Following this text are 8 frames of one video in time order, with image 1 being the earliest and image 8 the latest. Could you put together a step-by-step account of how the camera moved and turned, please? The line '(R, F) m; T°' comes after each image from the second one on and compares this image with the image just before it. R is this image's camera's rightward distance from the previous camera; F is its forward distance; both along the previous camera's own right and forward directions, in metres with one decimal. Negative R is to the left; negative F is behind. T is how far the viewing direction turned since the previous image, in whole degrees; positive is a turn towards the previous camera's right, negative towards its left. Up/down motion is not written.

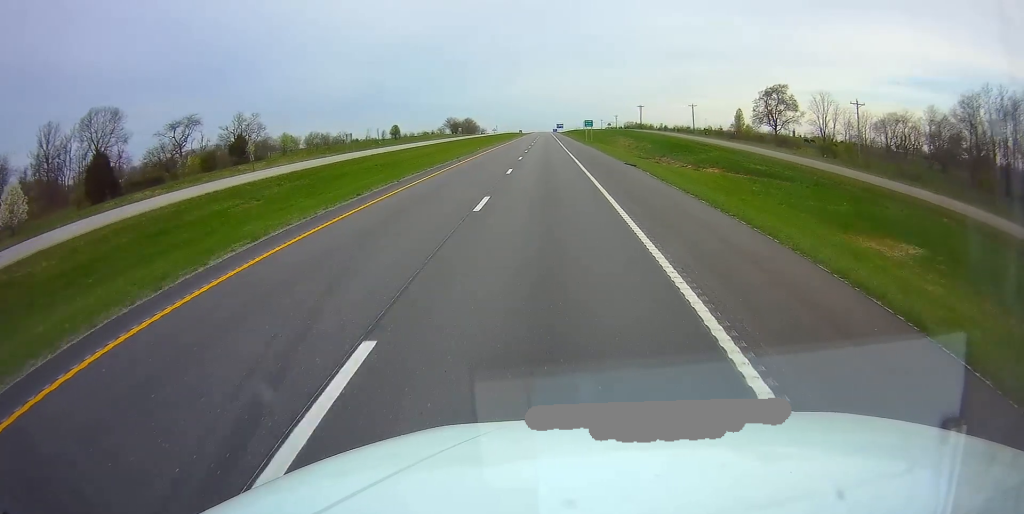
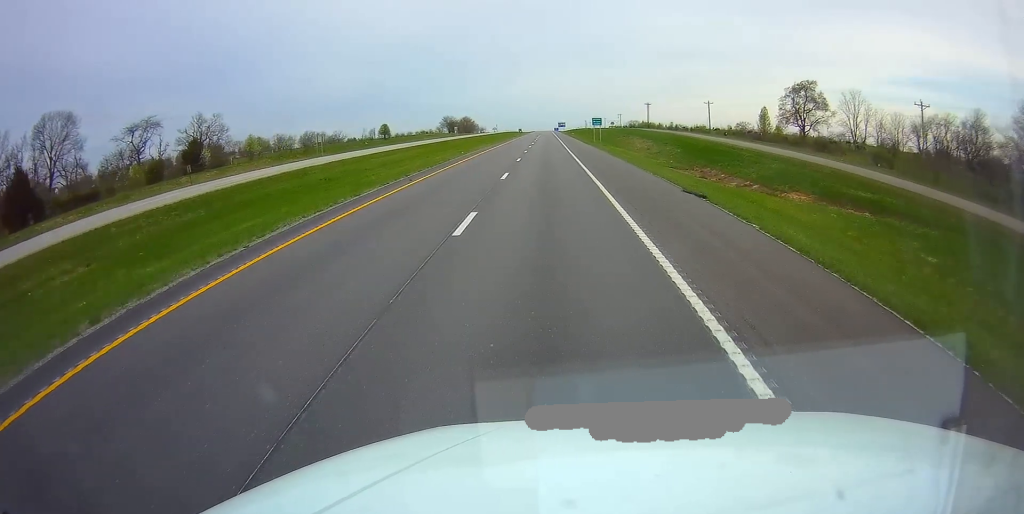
(-0.1, +15.4) m; 0°
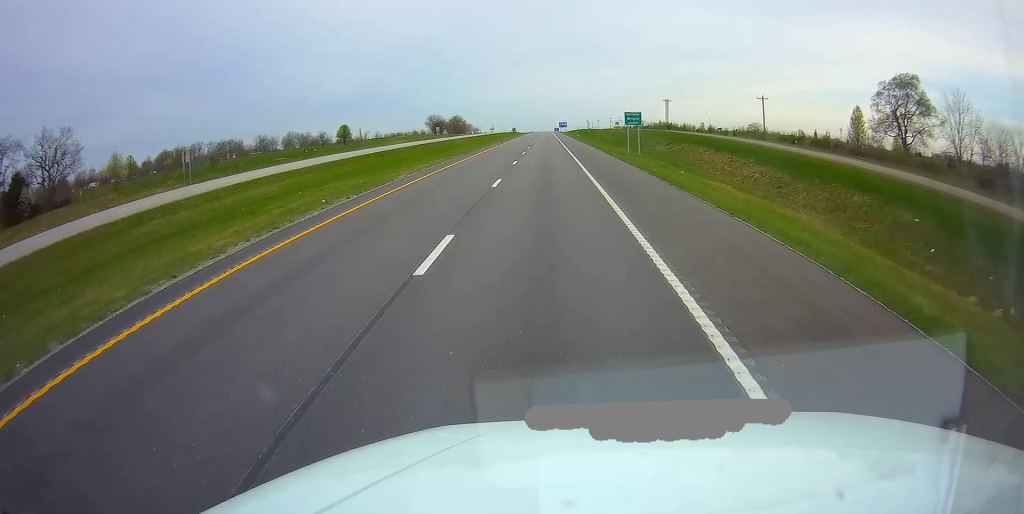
(-0.2, +39.2) m; 0°
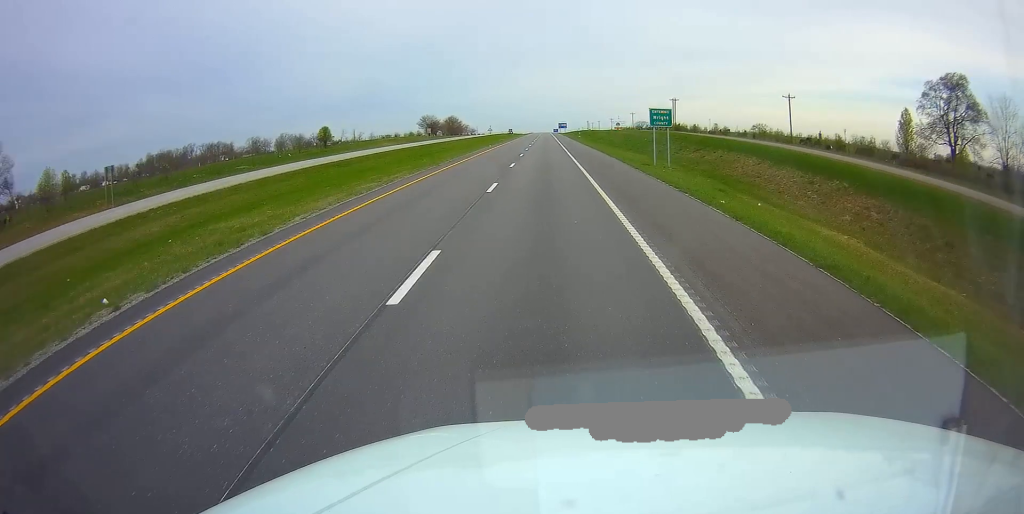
(0.0, +13.4) m; 0°
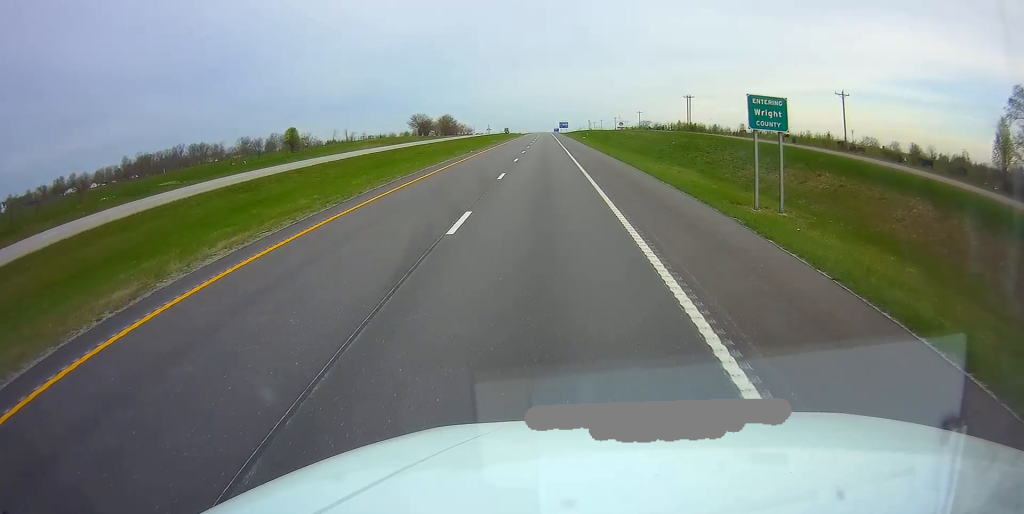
(0.0, +19.5) m; 0°
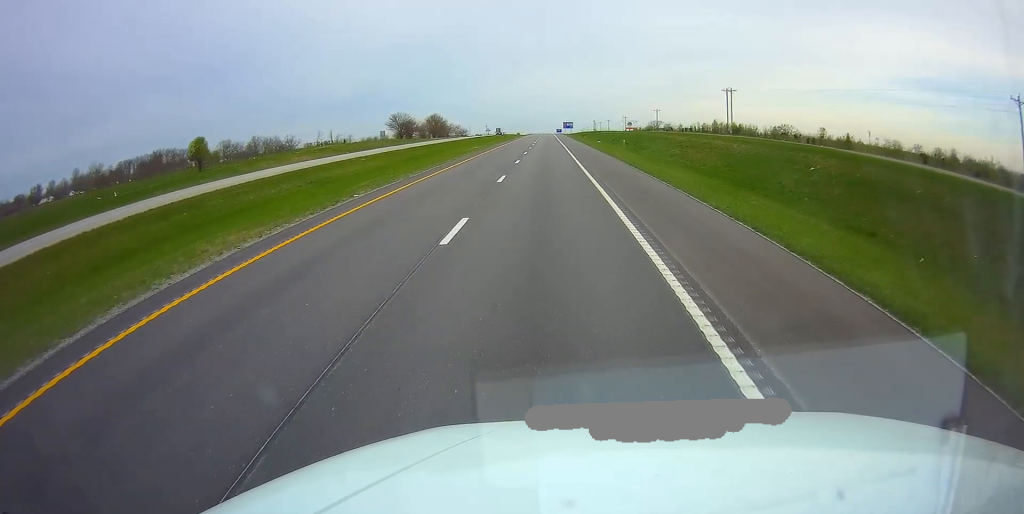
(+0.1, +37.0) m; 0°
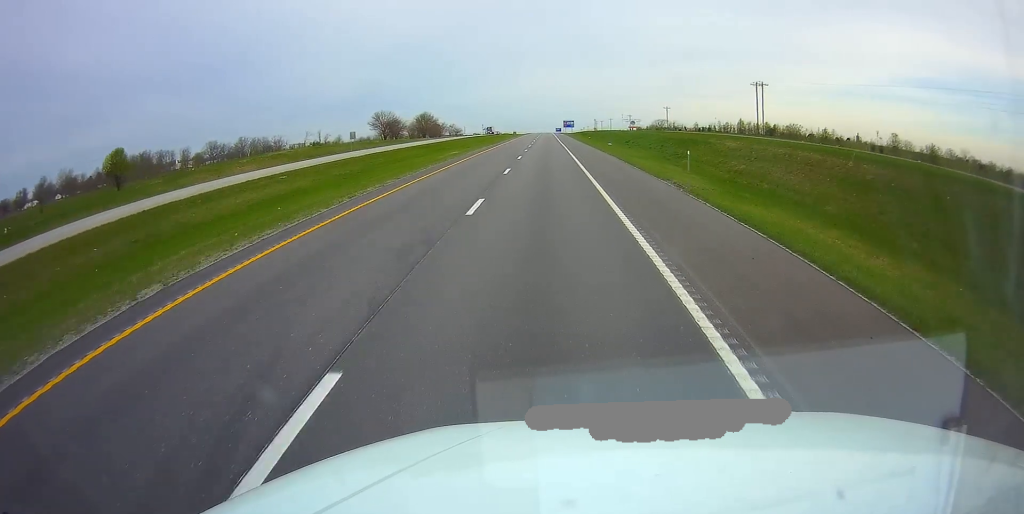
(-0.1, +20.7) m; 0°
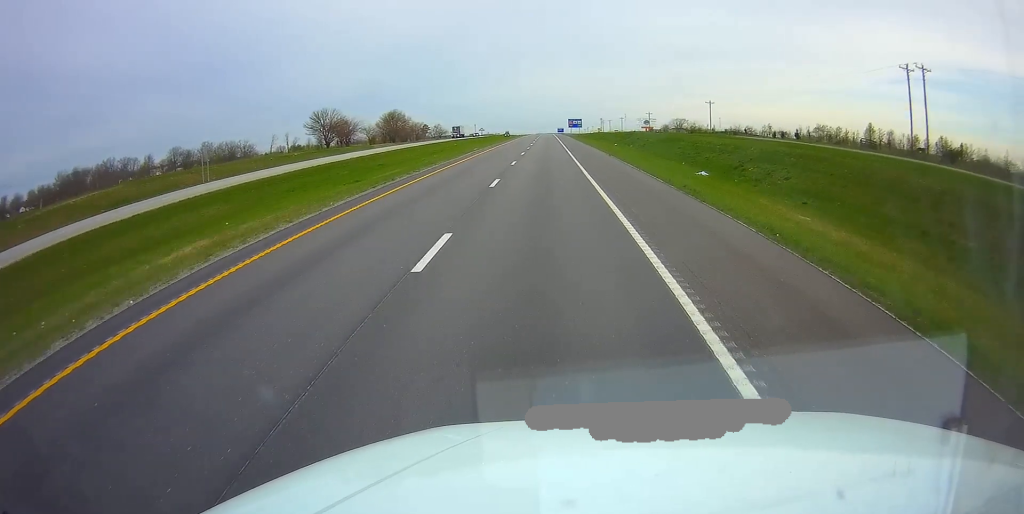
(+0.2, +53.6) m; 0°
